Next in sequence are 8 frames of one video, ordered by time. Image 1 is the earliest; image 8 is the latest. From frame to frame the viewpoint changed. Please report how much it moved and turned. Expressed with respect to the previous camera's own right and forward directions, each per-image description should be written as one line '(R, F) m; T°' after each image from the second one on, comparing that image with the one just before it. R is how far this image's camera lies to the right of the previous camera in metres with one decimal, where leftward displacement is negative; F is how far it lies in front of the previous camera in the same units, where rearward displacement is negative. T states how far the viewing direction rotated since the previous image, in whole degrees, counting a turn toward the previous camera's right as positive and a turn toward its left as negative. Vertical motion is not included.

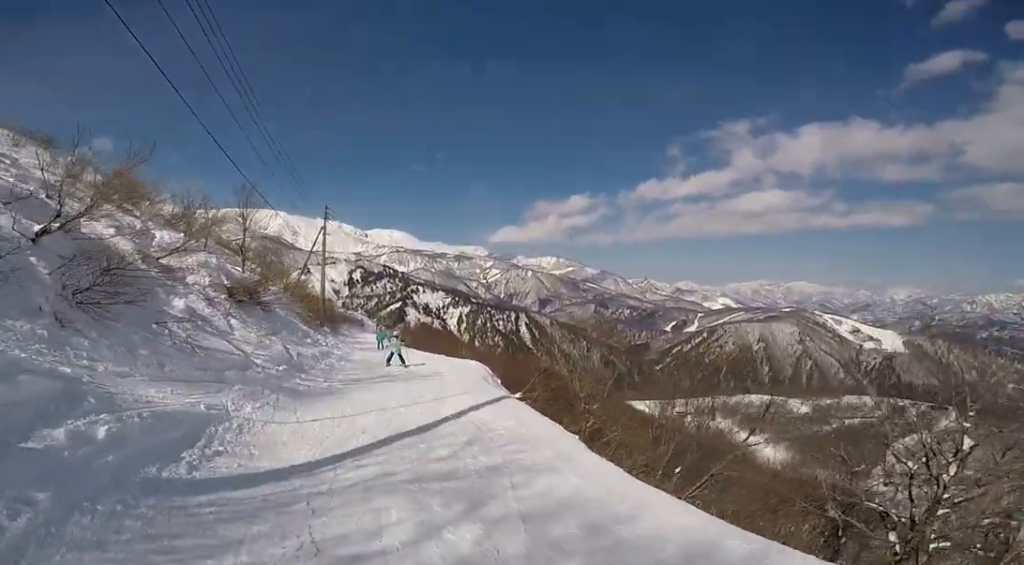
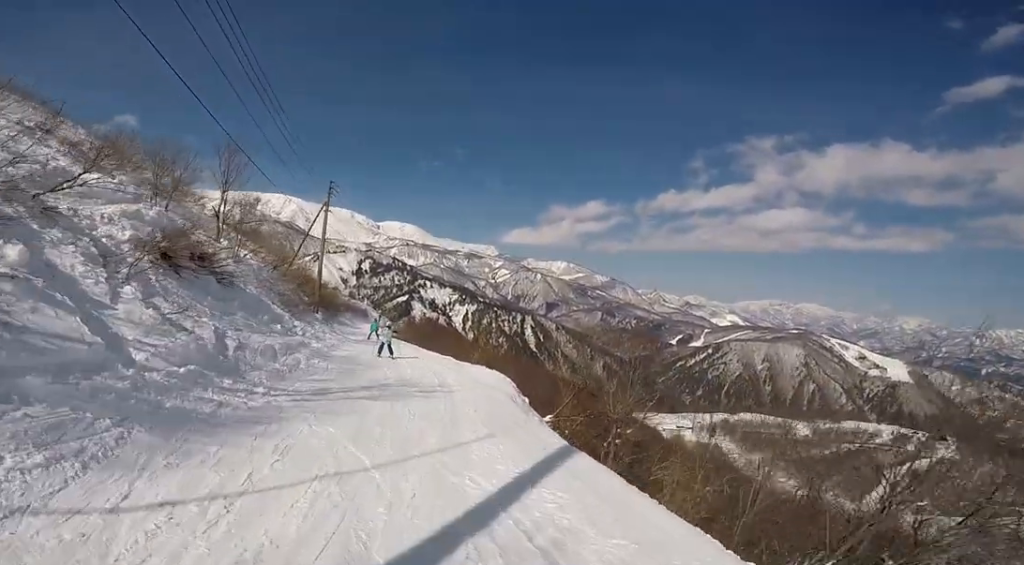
(0.0, +4.5) m; -5°
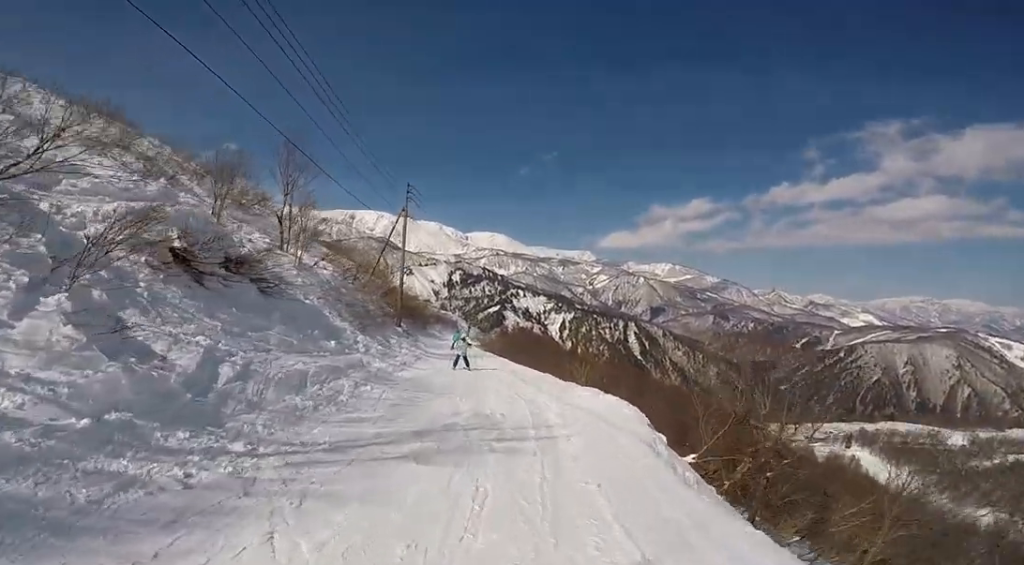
(-0.5, +3.2) m; -1°
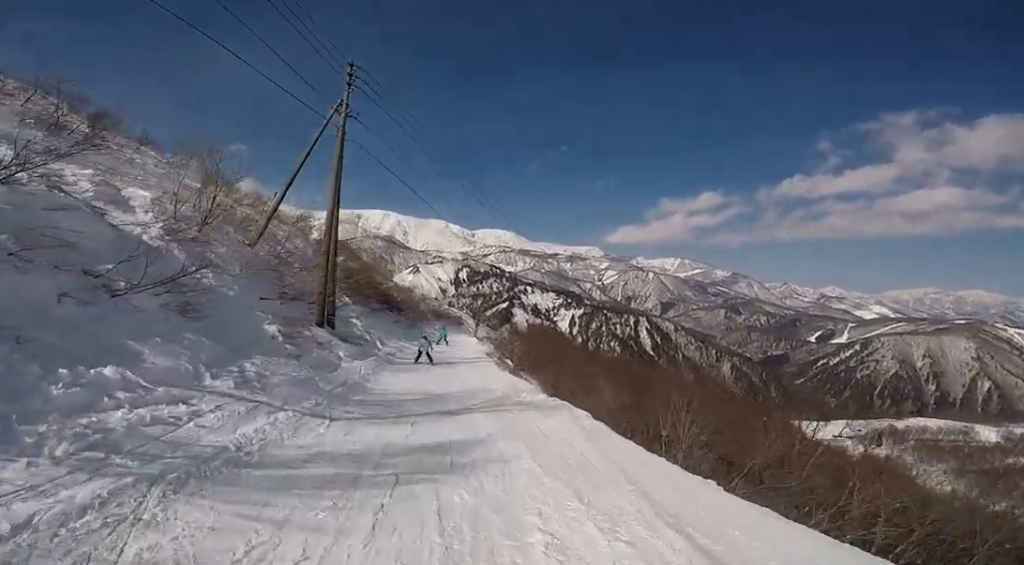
(-0.6, +17.7) m; -1°
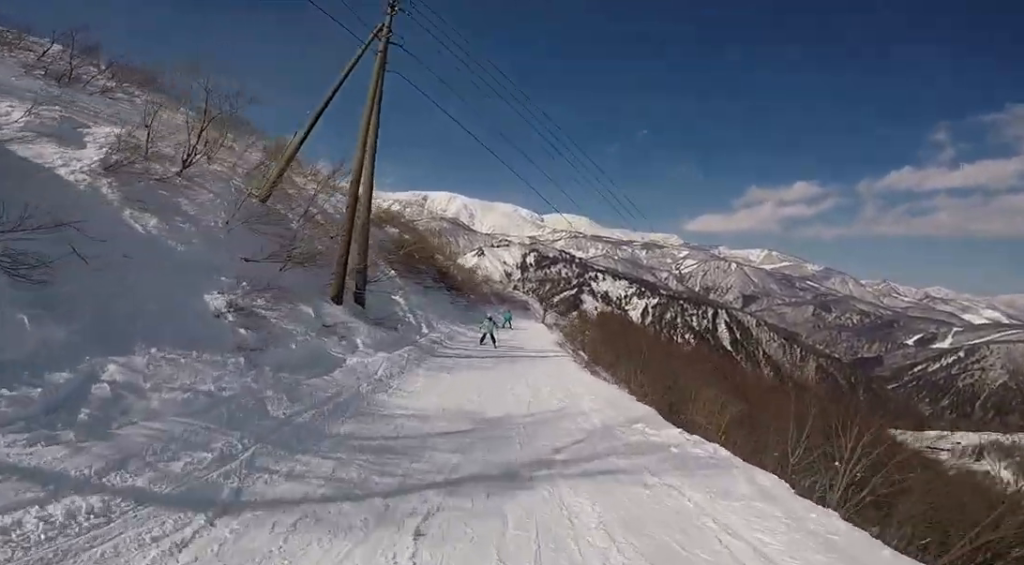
(+0.6, +4.3) m; +2°
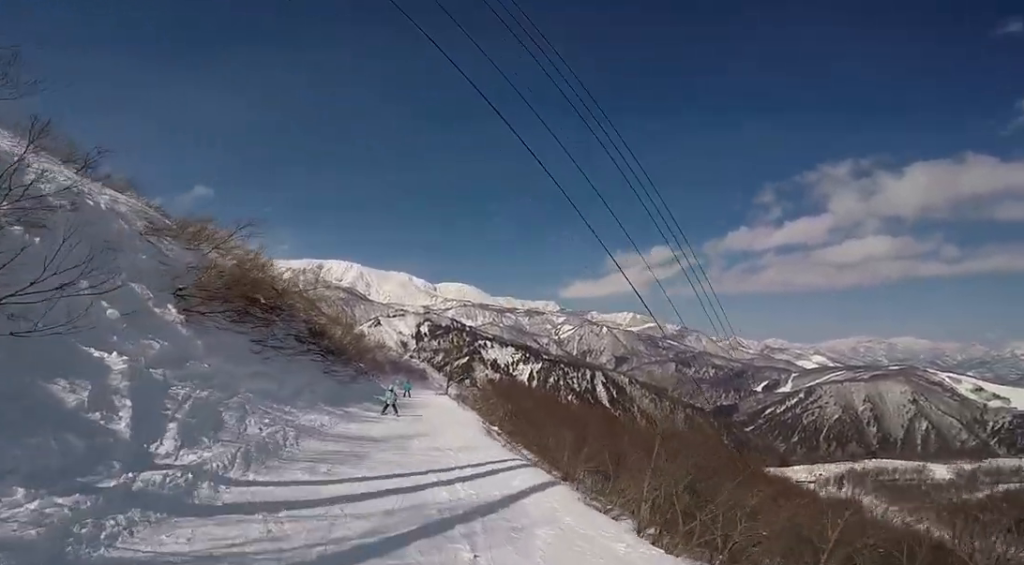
(-1.0, +11.0) m; -7°
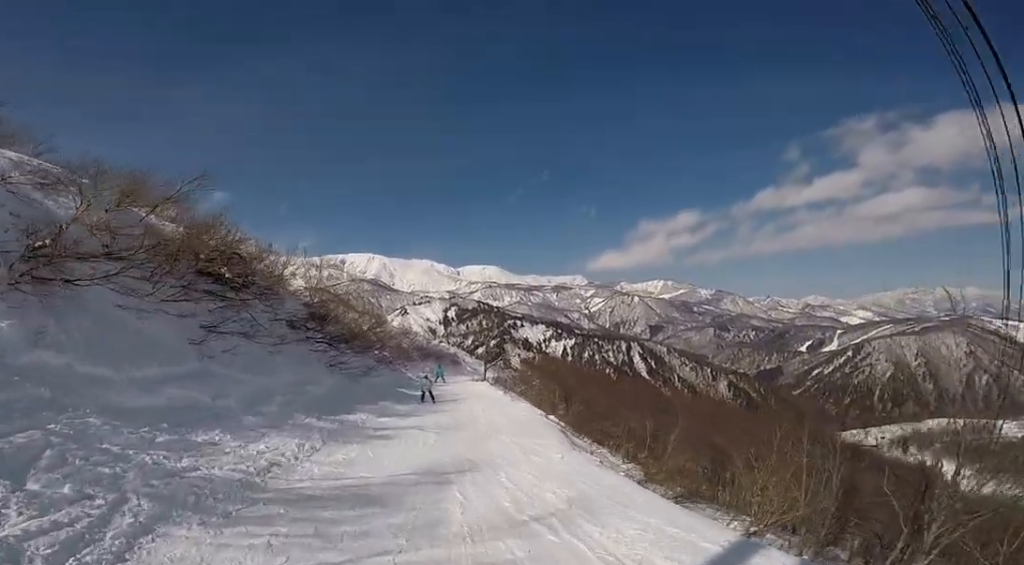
(-0.2, +6.0) m; +5°
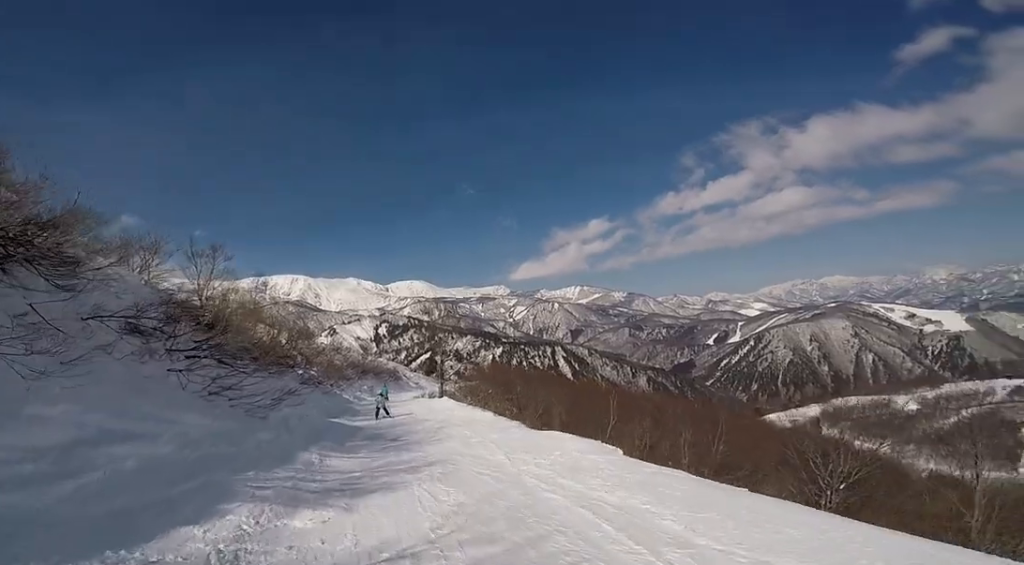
(+0.9, +7.8) m; +3°
